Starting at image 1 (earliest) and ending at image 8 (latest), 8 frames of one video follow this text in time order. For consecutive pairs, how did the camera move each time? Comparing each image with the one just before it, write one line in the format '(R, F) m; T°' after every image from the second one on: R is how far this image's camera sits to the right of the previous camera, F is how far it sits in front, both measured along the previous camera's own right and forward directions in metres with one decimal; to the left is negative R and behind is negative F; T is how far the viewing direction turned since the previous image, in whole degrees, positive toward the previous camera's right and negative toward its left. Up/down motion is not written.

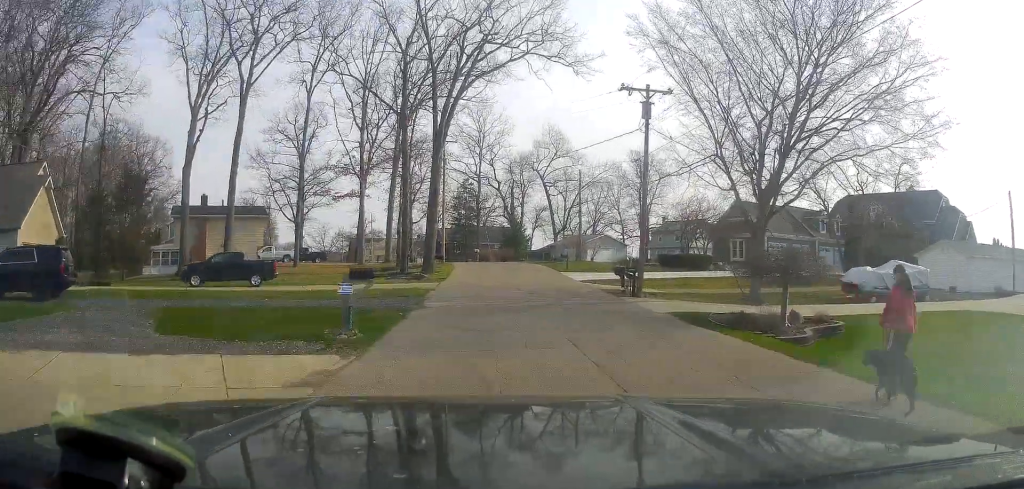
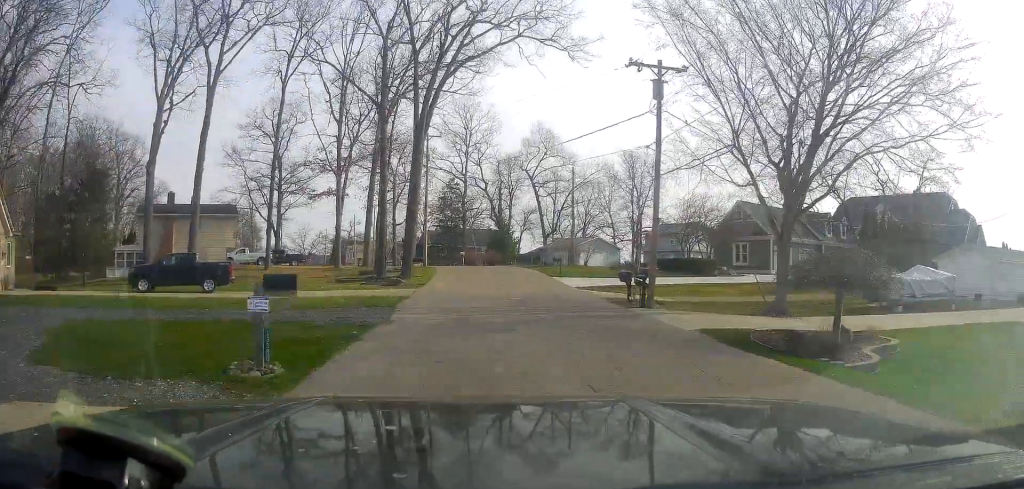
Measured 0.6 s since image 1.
(-0.3, +4.0) m; +2°
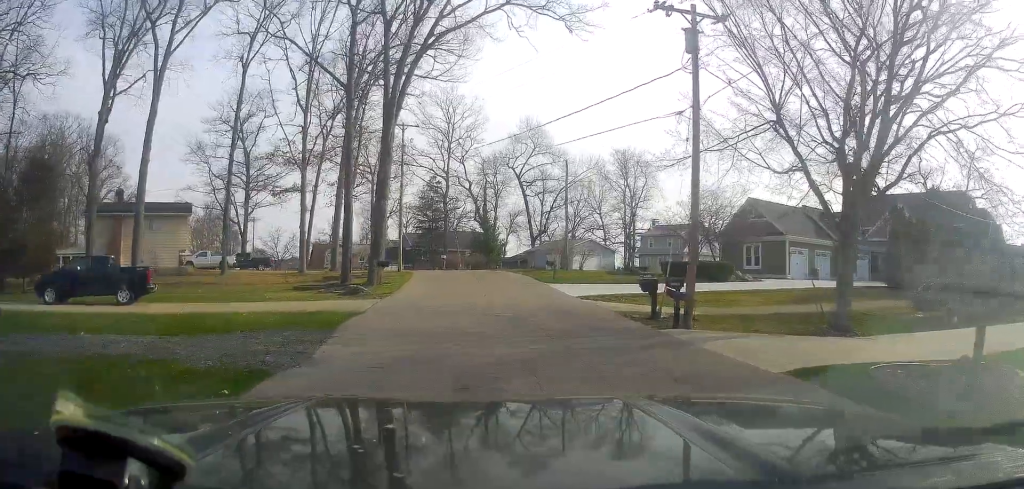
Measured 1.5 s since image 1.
(+0.6, +5.9) m; +5°
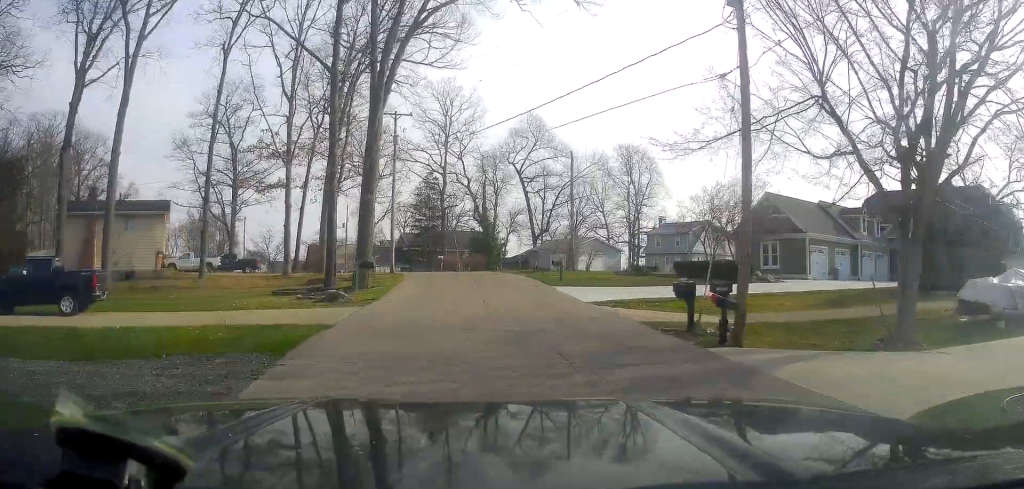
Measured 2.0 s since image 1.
(0.0, +3.5) m; 0°
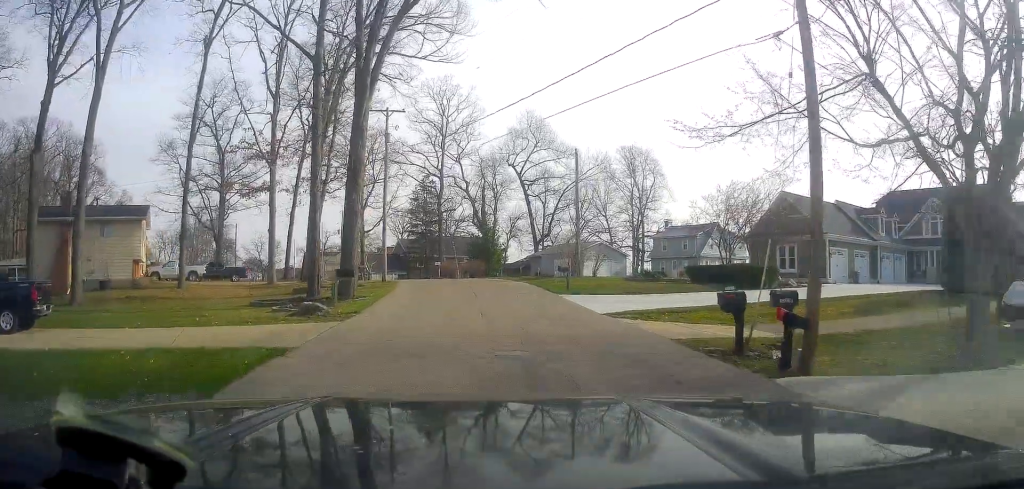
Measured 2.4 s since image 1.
(0.0, +3.1) m; 0°
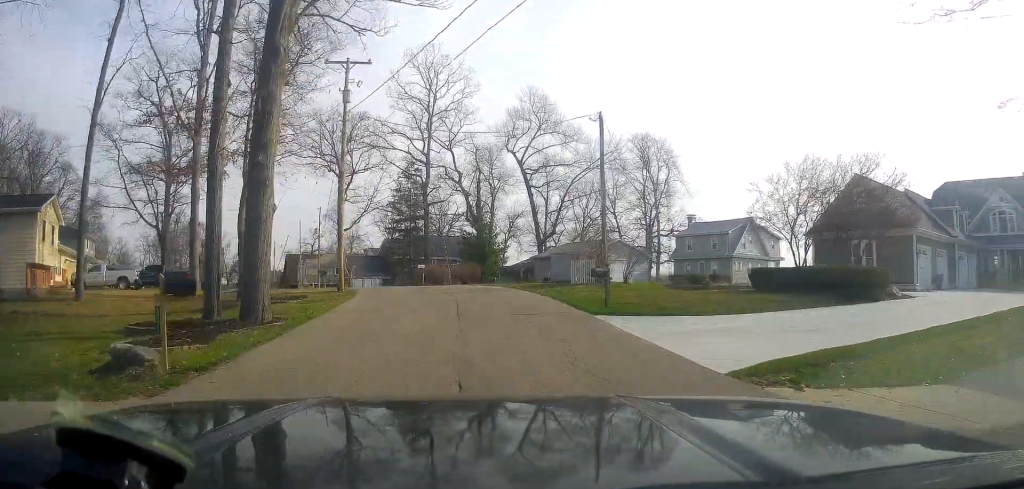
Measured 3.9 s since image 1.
(0.0, +10.8) m; -1°
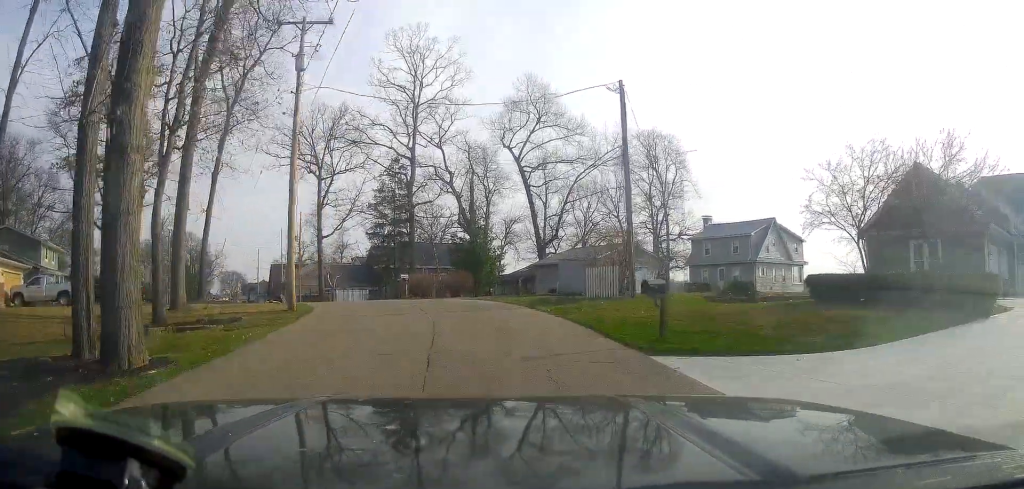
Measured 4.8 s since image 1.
(0.0, +6.7) m; -2°
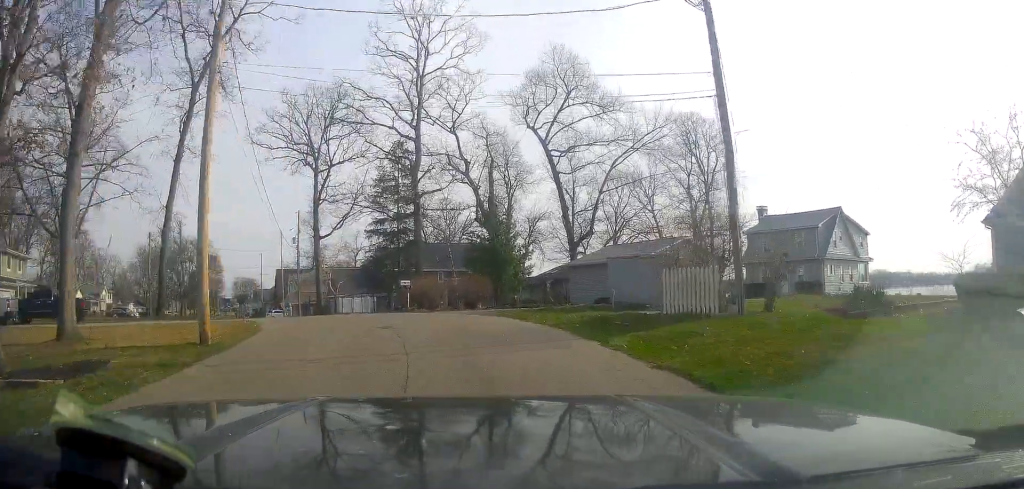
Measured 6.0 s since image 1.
(-0.1, +9.0) m; -2°
